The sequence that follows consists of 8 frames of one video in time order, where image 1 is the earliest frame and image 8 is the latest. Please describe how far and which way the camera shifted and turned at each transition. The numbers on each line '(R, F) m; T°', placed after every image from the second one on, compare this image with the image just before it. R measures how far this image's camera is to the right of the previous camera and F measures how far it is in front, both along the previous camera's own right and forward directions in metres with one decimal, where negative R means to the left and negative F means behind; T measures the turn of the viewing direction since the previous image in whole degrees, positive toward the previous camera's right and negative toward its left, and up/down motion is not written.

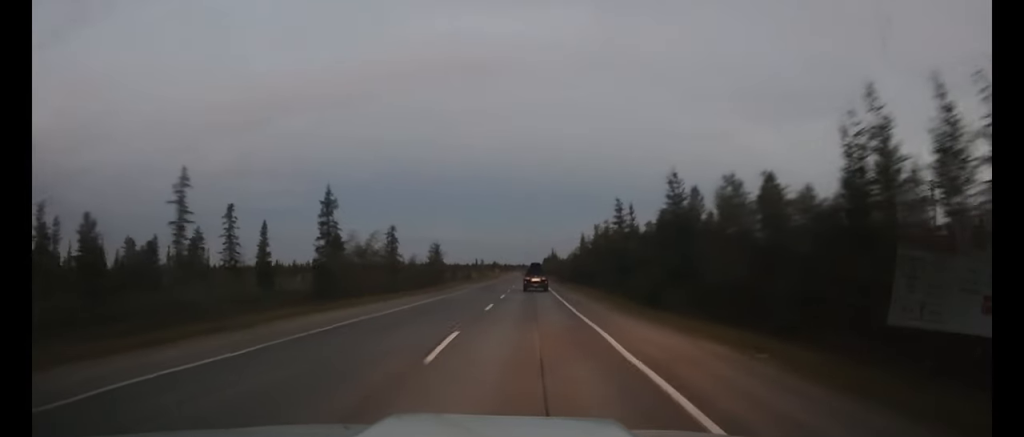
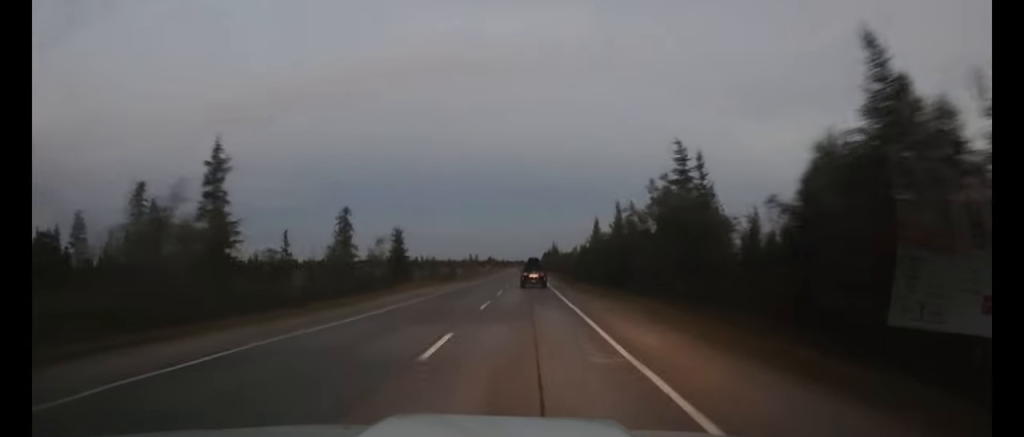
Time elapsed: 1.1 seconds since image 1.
(0.0, +23.7) m; 0°
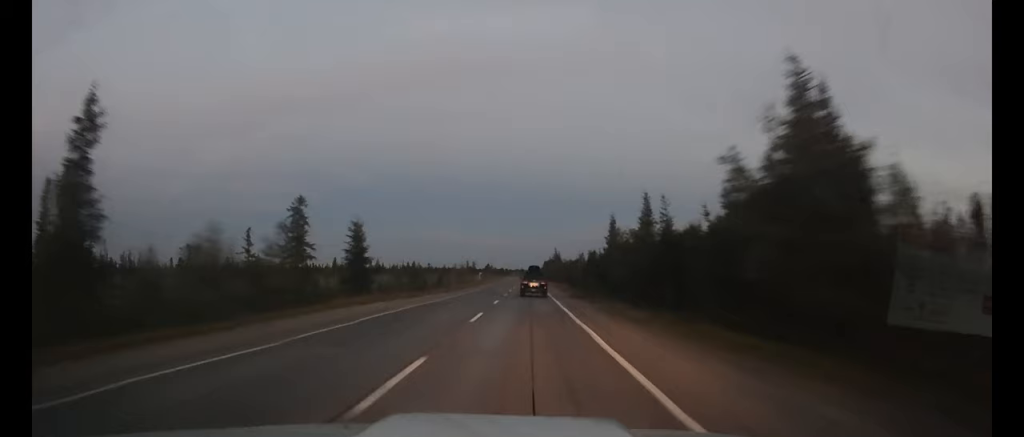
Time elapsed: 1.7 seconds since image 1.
(0.0, +15.0) m; 0°
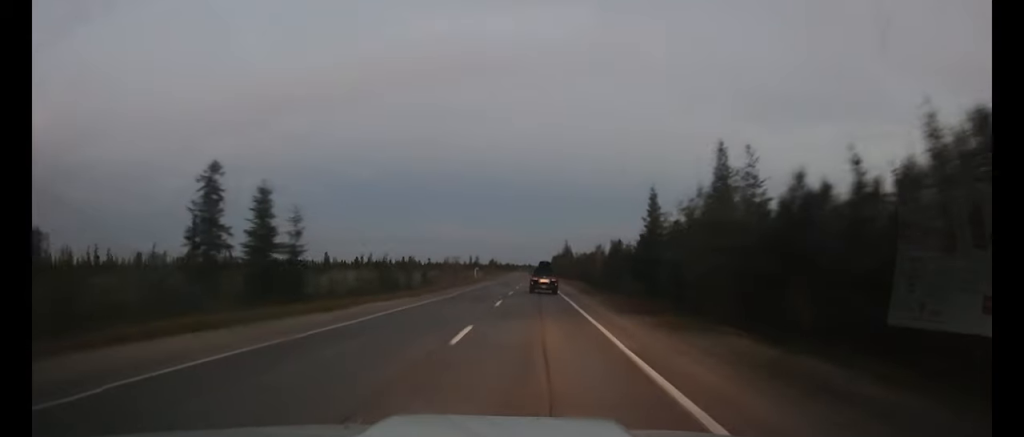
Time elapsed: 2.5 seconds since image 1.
(0.0, +18.2) m; 0°
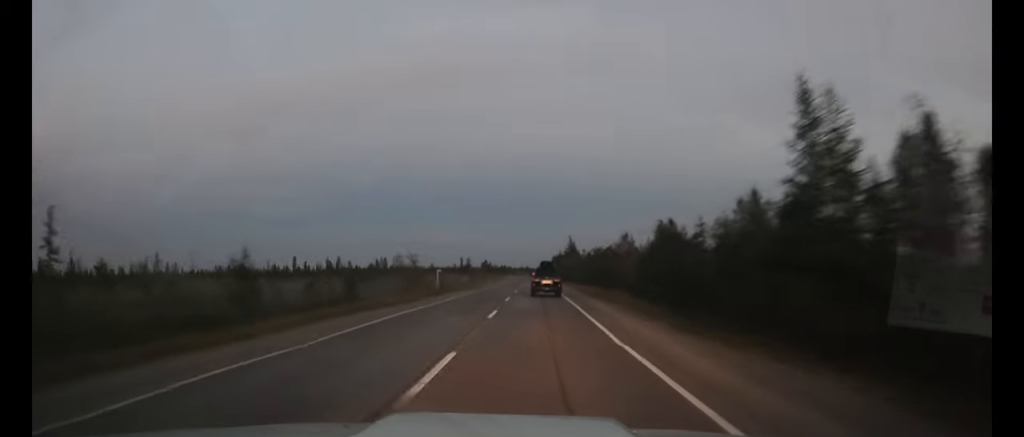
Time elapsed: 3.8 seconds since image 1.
(-0.1, +28.5) m; 0°
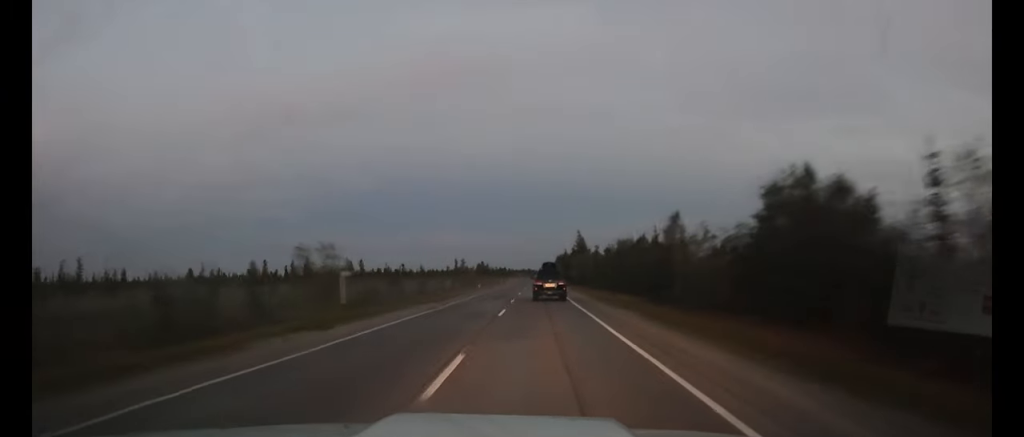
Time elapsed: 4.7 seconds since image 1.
(0.0, +23.0) m; 0°
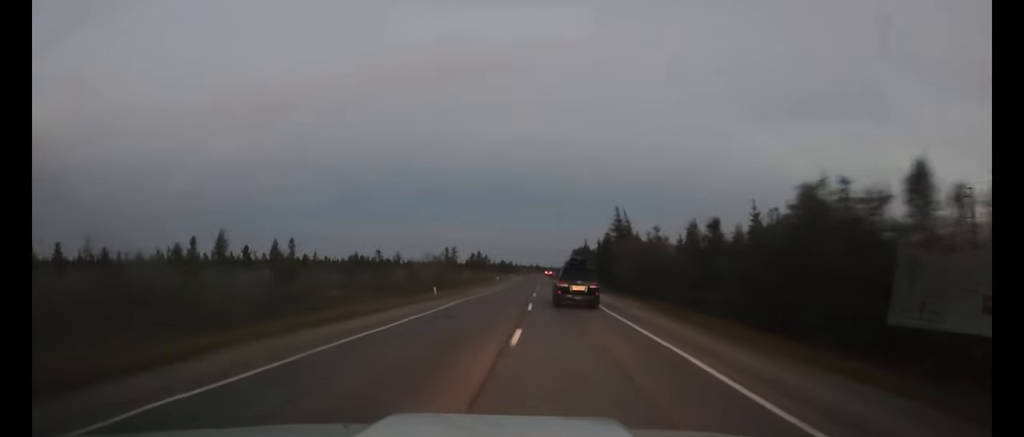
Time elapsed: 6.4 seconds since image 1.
(-0.2, +42.3) m; -1°
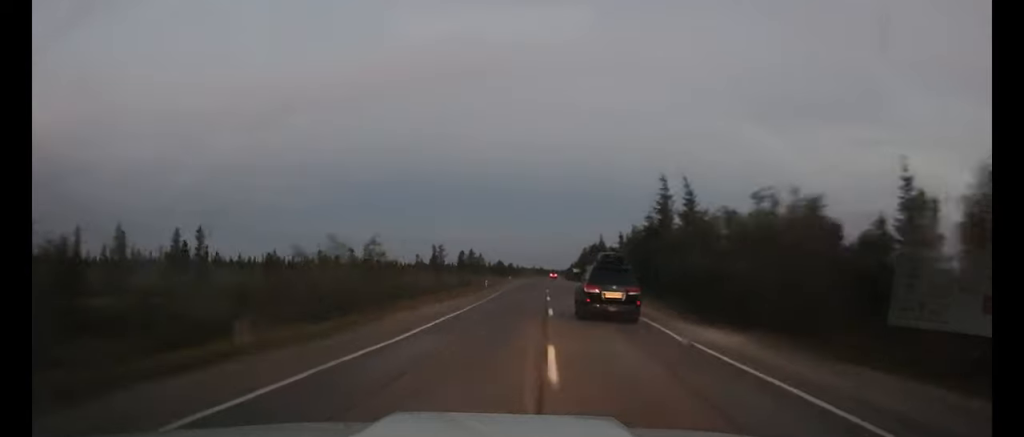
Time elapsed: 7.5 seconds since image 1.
(-0.1, +27.0) m; 0°
